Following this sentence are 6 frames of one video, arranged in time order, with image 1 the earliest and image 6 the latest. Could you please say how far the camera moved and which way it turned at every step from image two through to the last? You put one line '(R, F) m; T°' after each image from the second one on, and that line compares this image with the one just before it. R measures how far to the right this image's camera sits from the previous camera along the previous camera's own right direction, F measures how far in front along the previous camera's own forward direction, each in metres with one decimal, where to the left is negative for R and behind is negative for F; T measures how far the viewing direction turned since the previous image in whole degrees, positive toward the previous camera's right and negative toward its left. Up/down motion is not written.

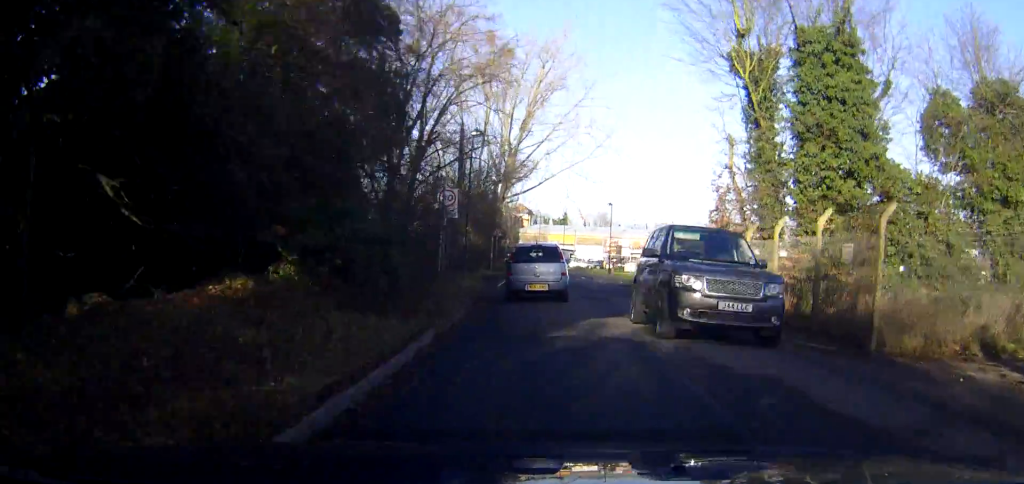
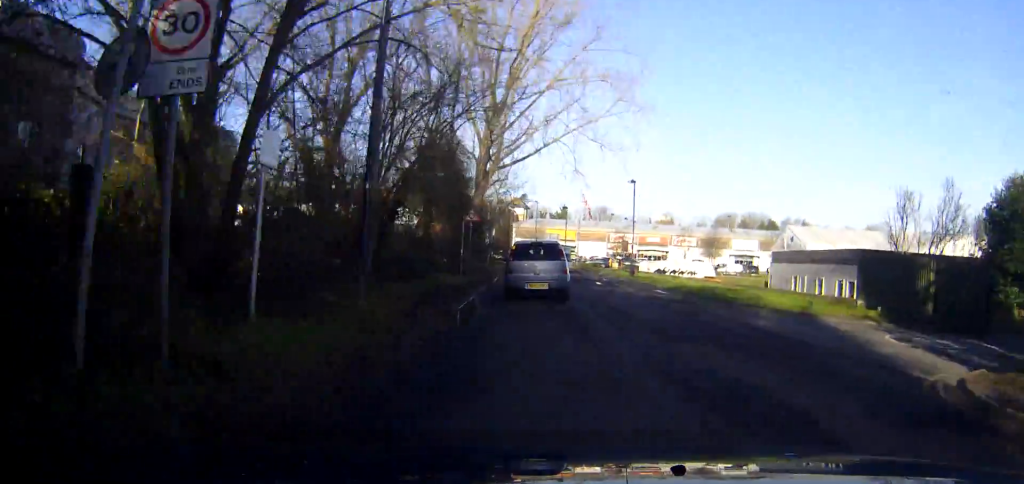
(+0.2, +15.9) m; 0°
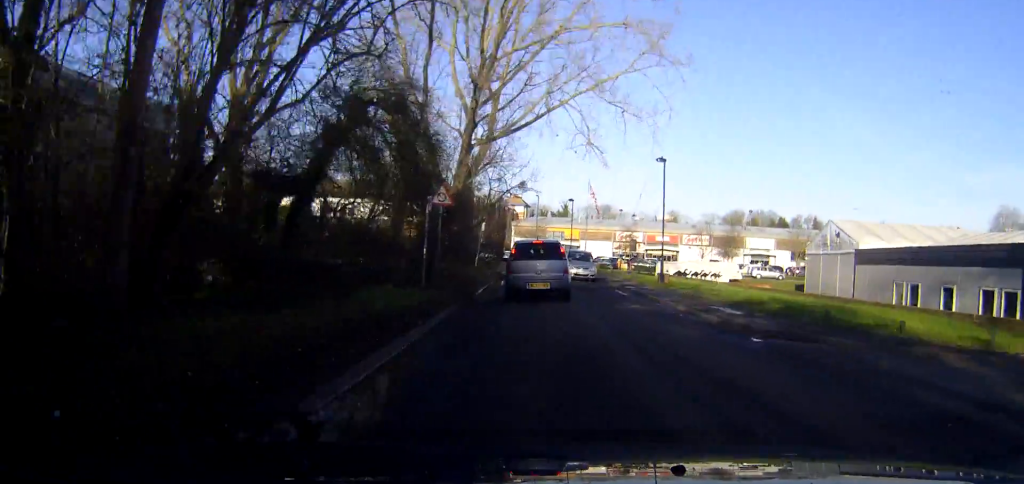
(-0.1, +9.9) m; -1°
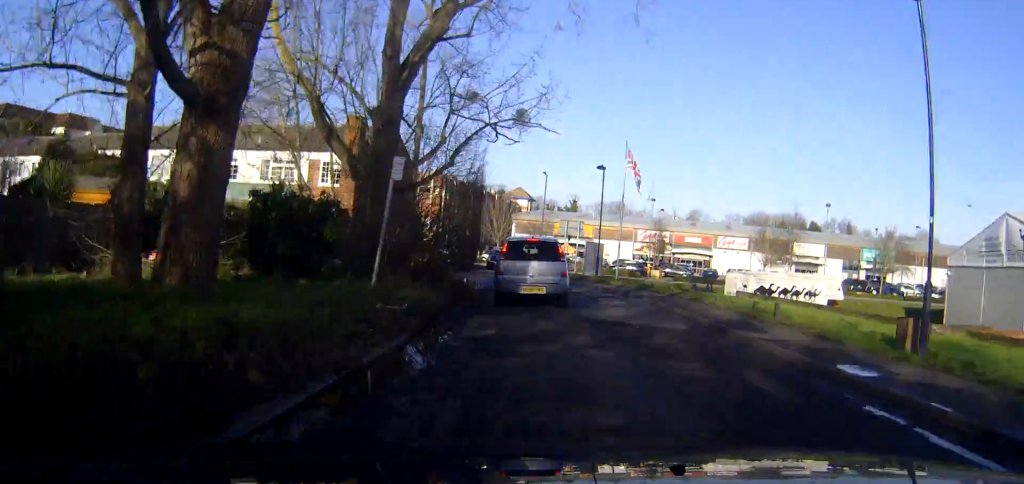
(-0.2, +23.4) m; +1°
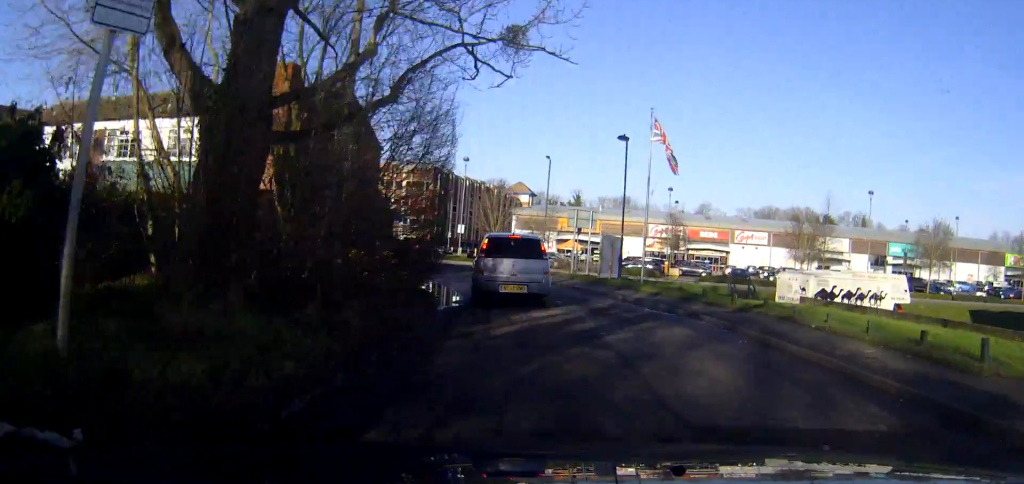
(+0.1, +9.7) m; +1°
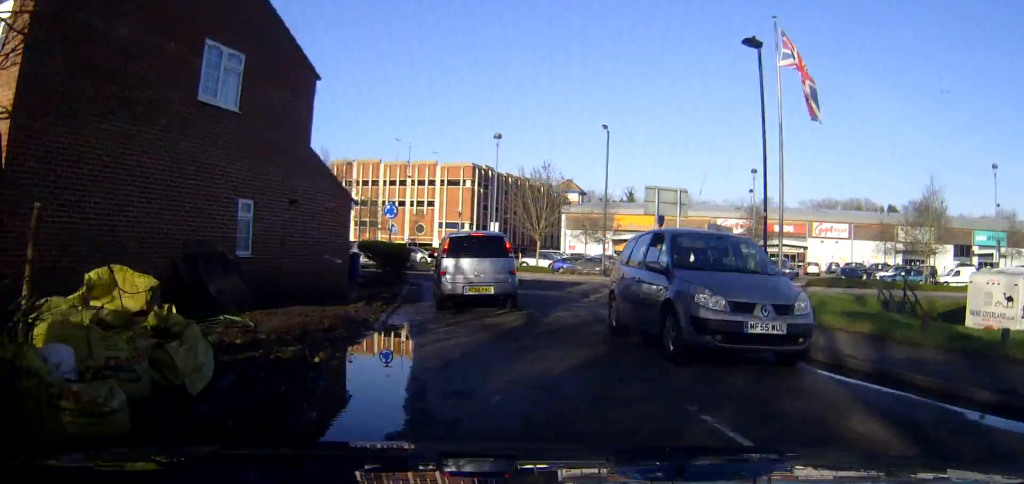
(-0.2, +14.8) m; -3°
